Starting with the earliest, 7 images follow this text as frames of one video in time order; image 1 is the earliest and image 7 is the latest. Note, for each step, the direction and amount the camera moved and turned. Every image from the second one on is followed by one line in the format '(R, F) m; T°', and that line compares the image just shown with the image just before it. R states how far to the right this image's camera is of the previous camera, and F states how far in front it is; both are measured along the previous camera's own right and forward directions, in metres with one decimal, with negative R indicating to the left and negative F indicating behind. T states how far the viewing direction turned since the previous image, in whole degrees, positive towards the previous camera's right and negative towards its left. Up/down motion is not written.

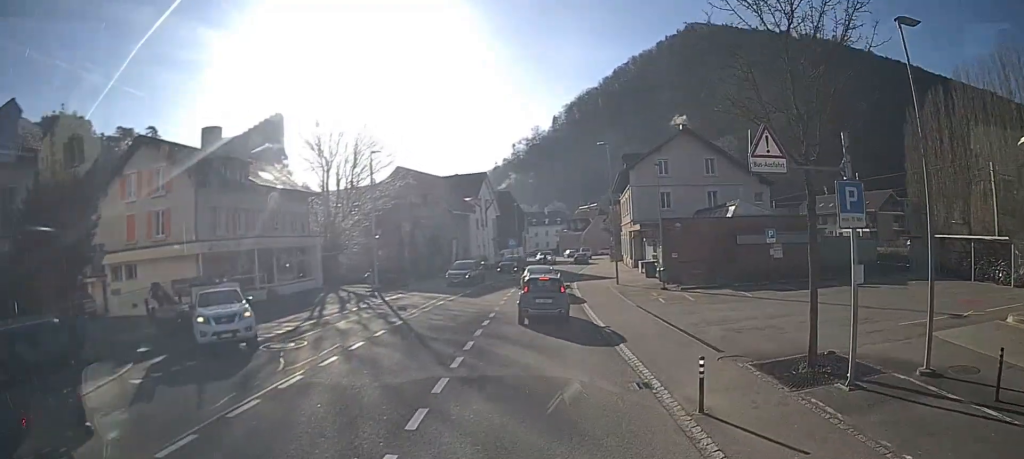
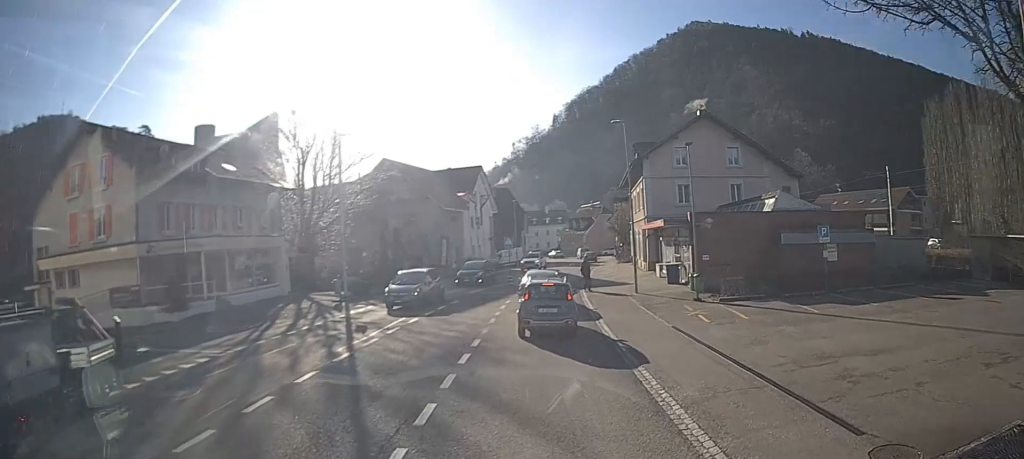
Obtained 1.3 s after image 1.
(0.0, +6.7) m; -1°
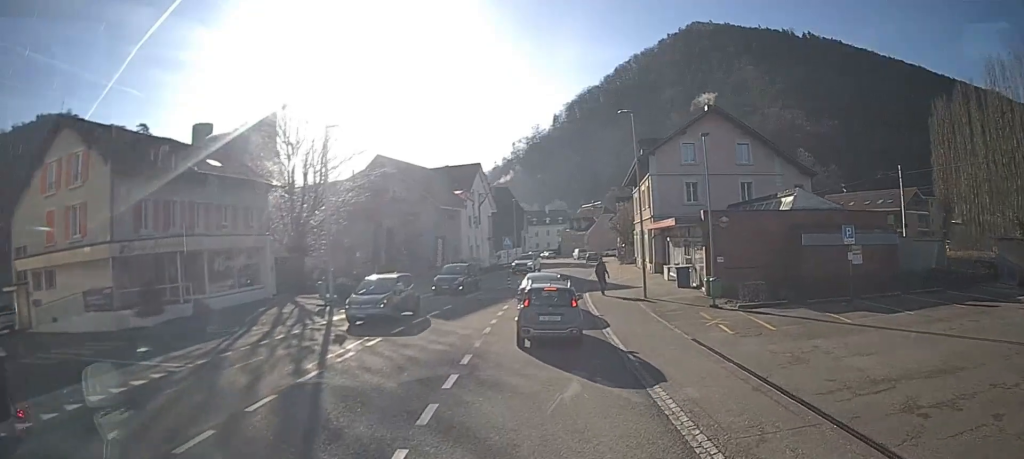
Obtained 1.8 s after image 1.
(-0.1, +2.4) m; -1°
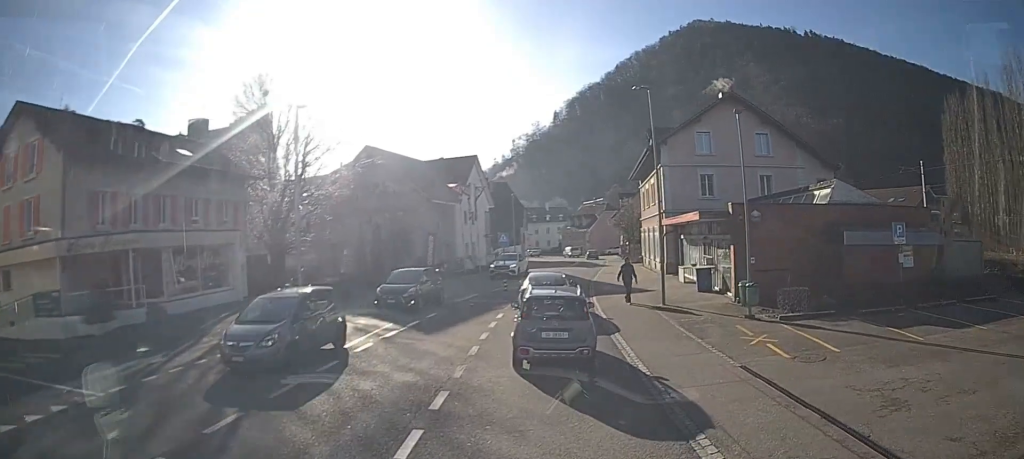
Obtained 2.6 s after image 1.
(0.0, +3.9) m; 0°
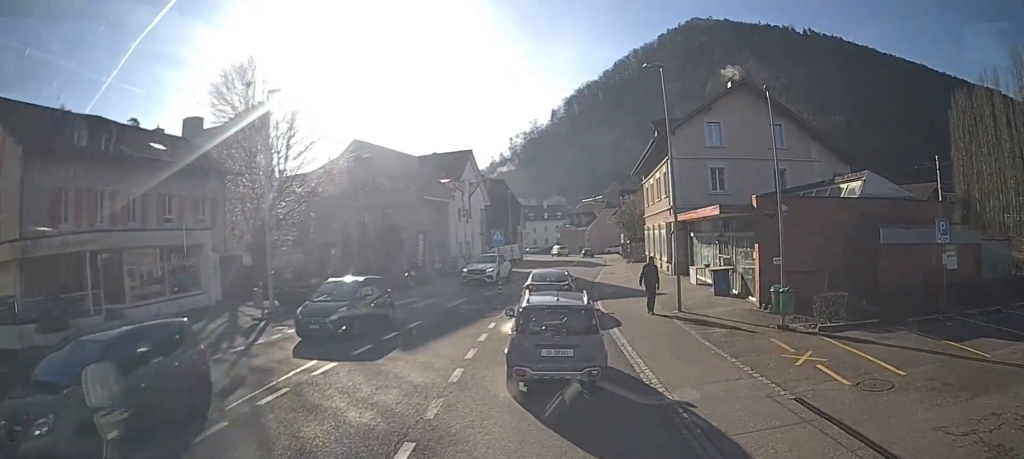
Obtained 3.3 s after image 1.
(0.0, +3.0) m; 0°
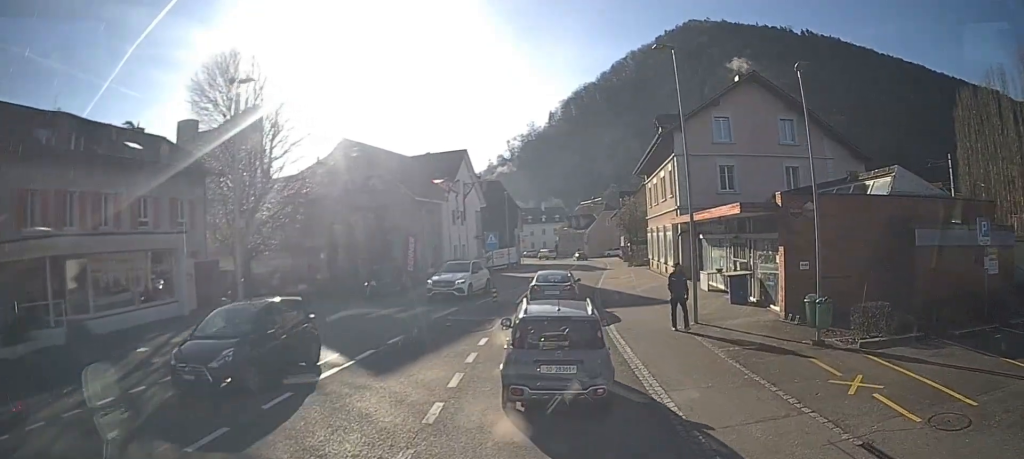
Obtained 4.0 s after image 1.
(0.0, +2.5) m; 0°
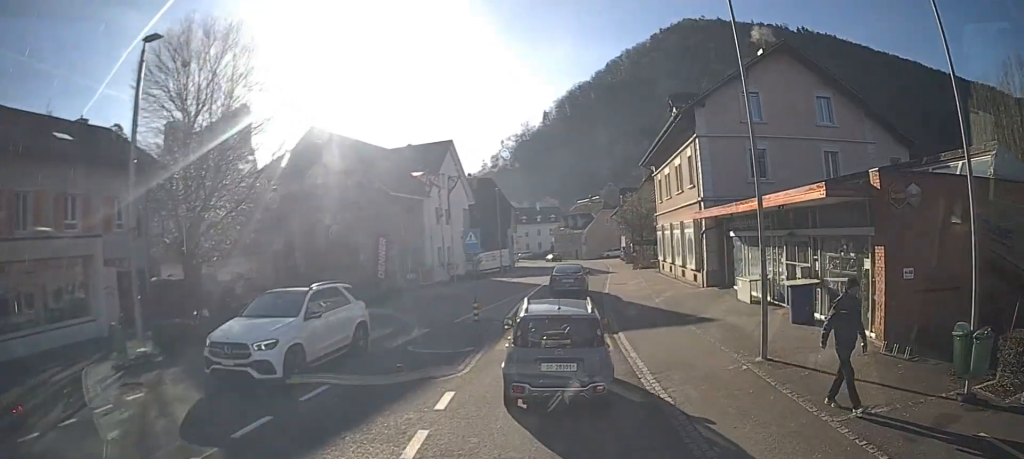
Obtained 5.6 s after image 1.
(0.0, +5.9) m; 0°
